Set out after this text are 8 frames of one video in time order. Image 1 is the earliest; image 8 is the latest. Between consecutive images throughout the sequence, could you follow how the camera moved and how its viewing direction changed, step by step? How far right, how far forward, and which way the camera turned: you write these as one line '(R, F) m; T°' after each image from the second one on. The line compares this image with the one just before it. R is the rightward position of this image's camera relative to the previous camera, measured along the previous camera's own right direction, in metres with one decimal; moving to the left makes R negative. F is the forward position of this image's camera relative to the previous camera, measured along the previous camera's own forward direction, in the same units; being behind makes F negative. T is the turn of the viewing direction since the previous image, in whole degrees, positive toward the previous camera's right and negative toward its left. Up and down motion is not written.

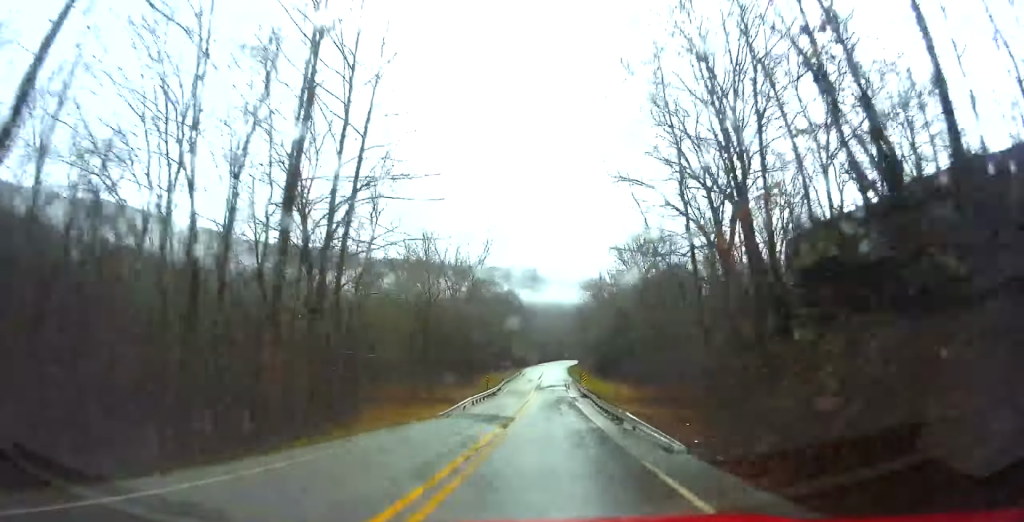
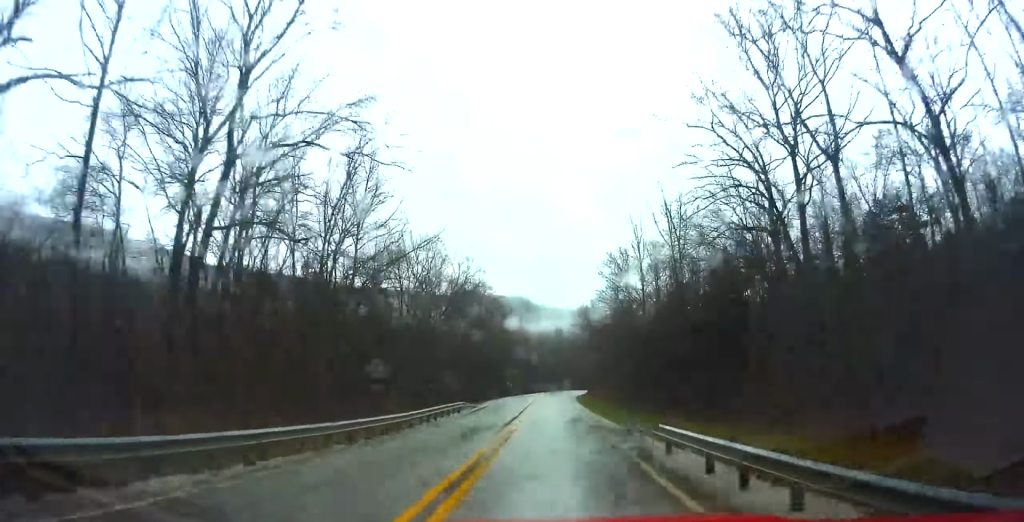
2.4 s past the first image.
(-0.3, +59.4) m; 0°
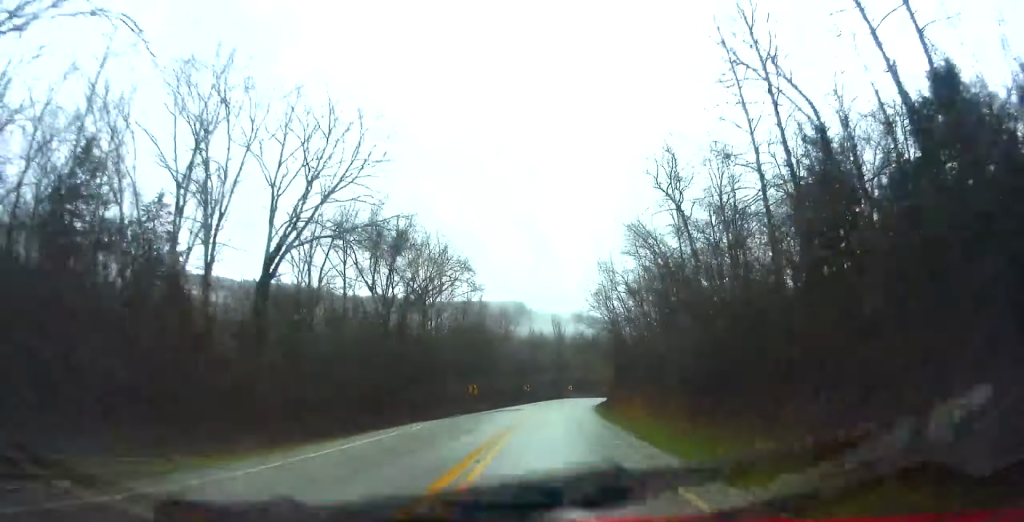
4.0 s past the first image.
(-0.1, +39.2) m; +1°
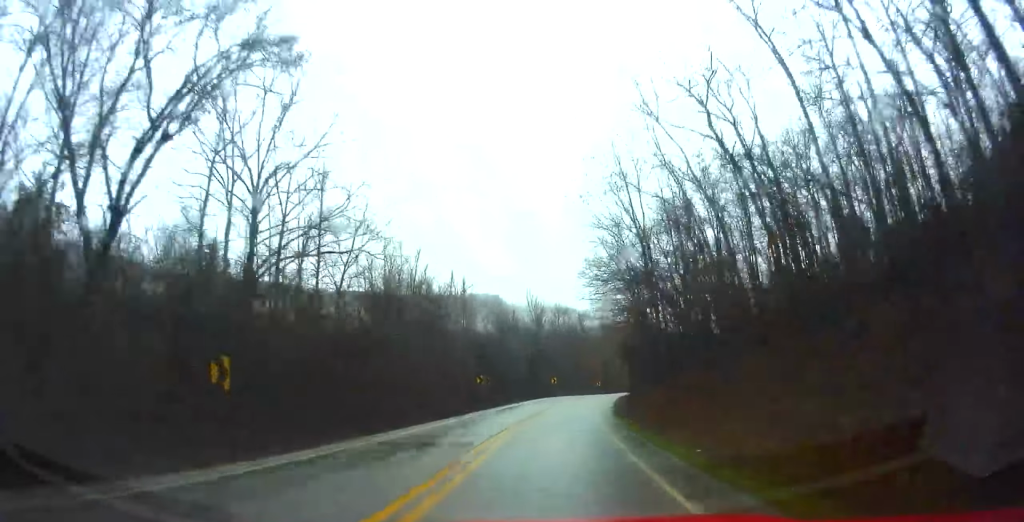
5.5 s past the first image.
(+0.2, +36.2) m; +2°
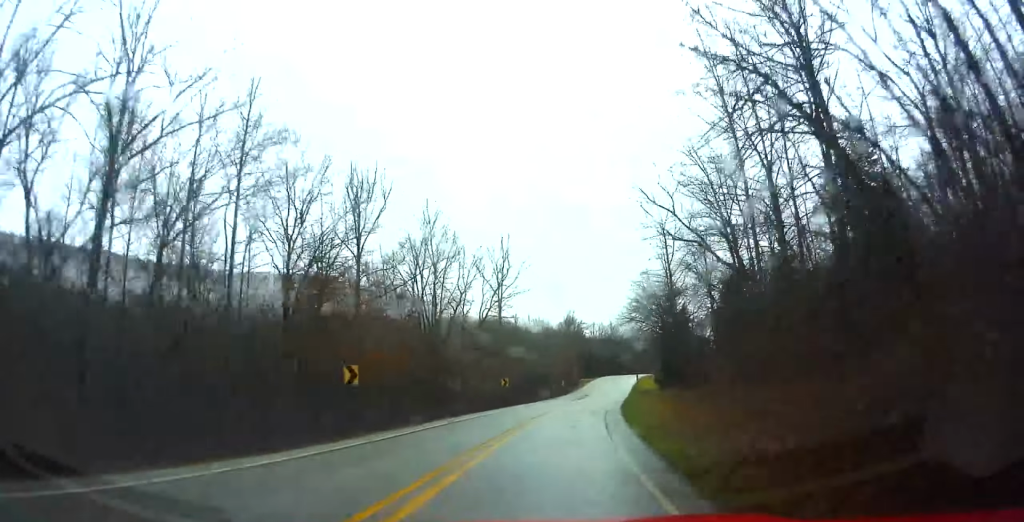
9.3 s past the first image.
(+5.3, +90.2) m; +12°
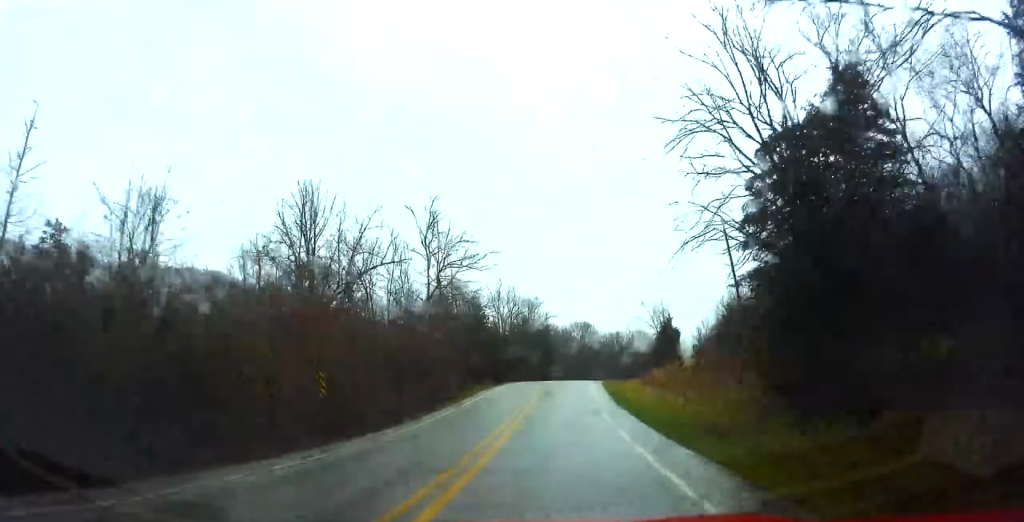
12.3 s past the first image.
(+8.4, +69.8) m; +11°
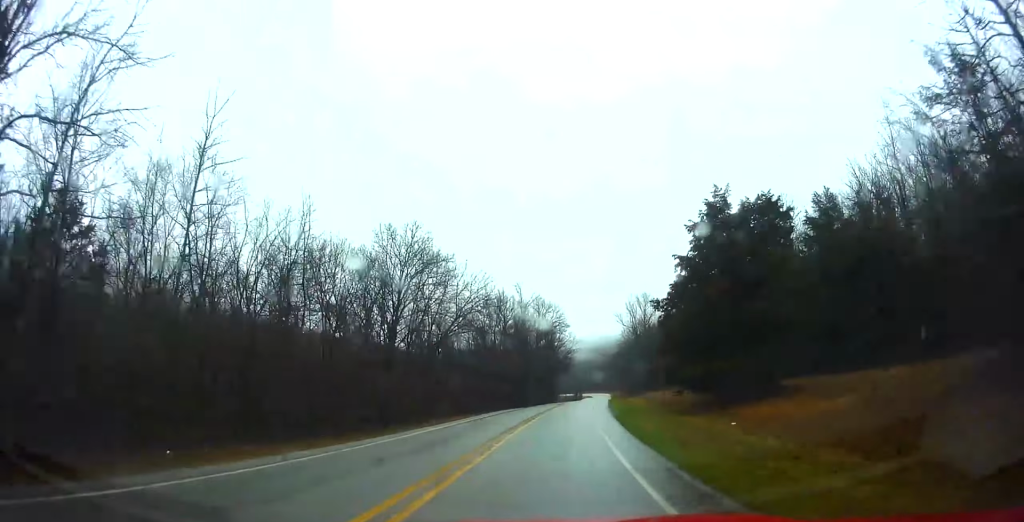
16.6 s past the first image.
(+12.0, +101.2) m; +12°
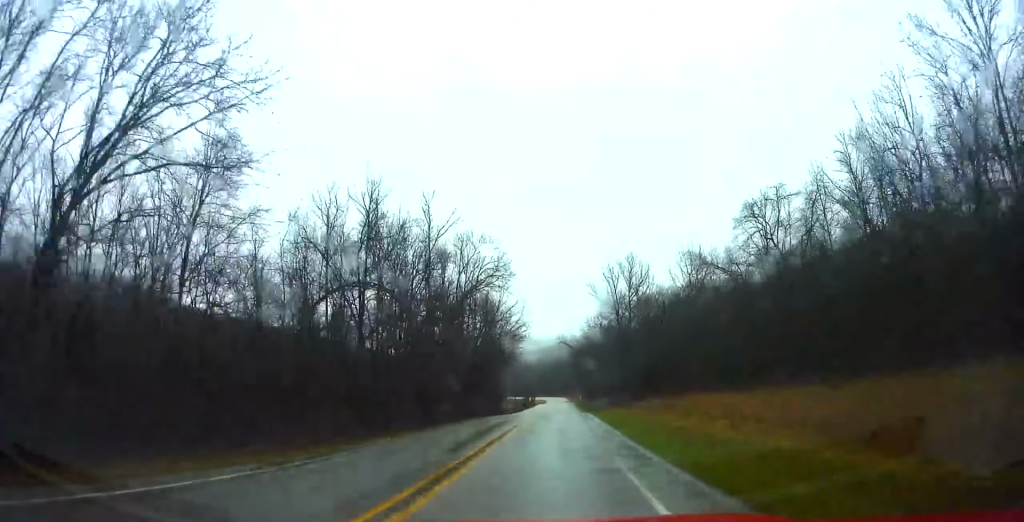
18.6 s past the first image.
(+2.0, +48.3) m; +5°
